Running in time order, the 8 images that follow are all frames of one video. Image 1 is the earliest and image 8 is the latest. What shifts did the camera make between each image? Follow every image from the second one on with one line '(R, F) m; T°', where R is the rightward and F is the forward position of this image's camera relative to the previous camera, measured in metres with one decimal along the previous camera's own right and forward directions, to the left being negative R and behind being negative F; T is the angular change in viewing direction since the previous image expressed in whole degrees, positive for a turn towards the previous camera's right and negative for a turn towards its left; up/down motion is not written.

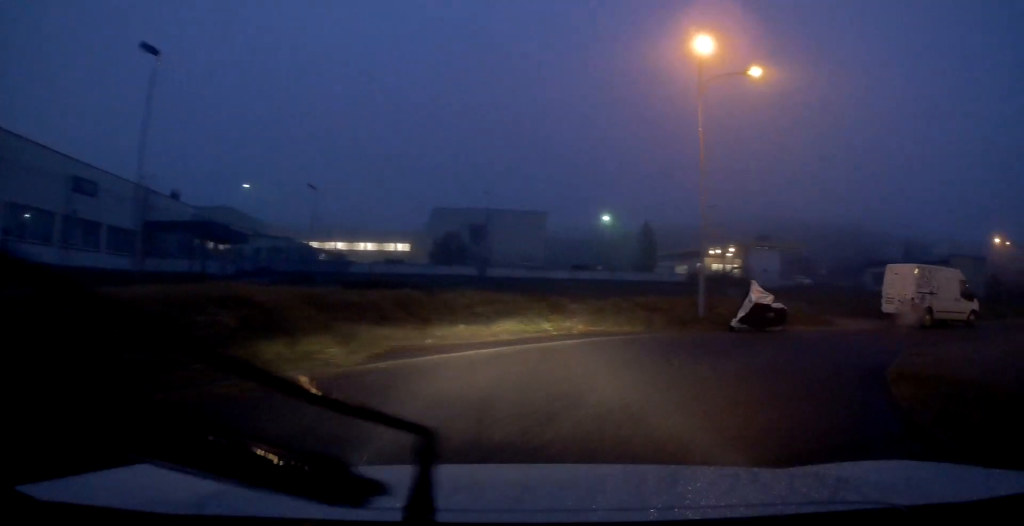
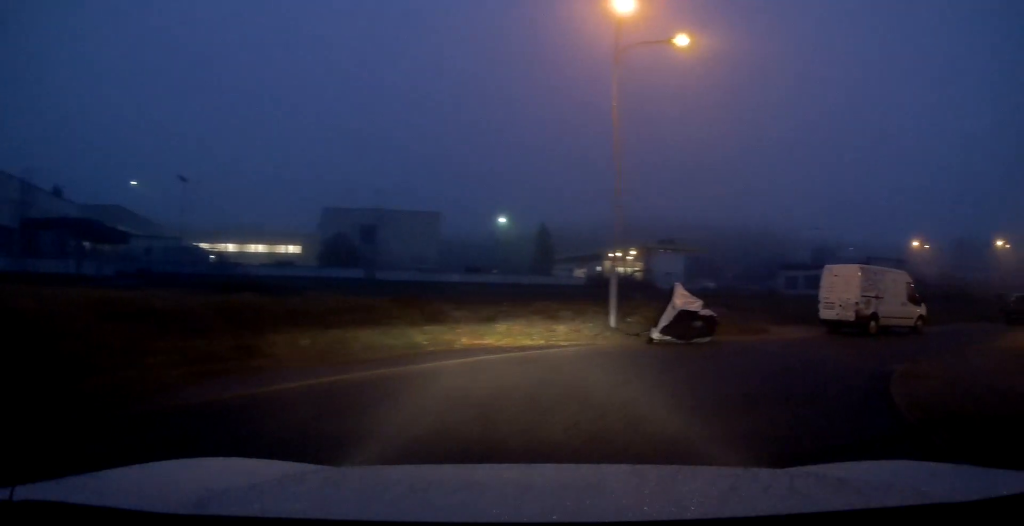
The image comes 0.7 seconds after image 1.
(+0.3, +3.1) m; +9°
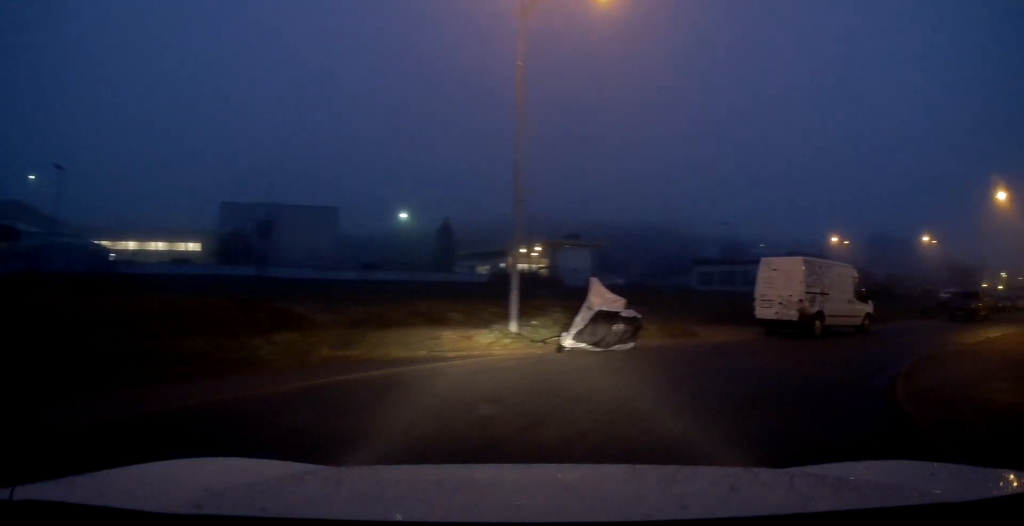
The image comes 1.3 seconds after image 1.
(+0.2, +2.8) m; +10°
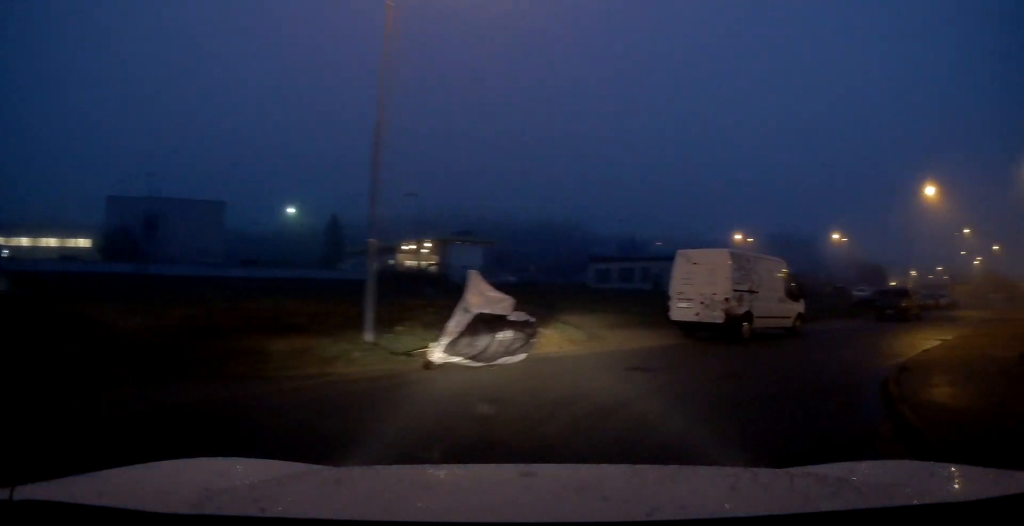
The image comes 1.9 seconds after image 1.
(+0.2, +2.7) m; +12°
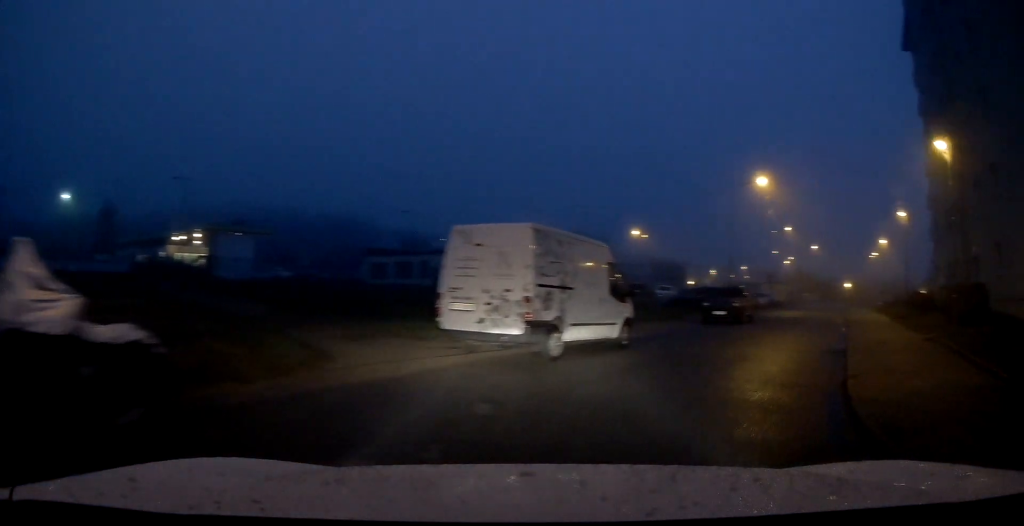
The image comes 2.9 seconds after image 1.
(+0.9, +5.0) m; +18°
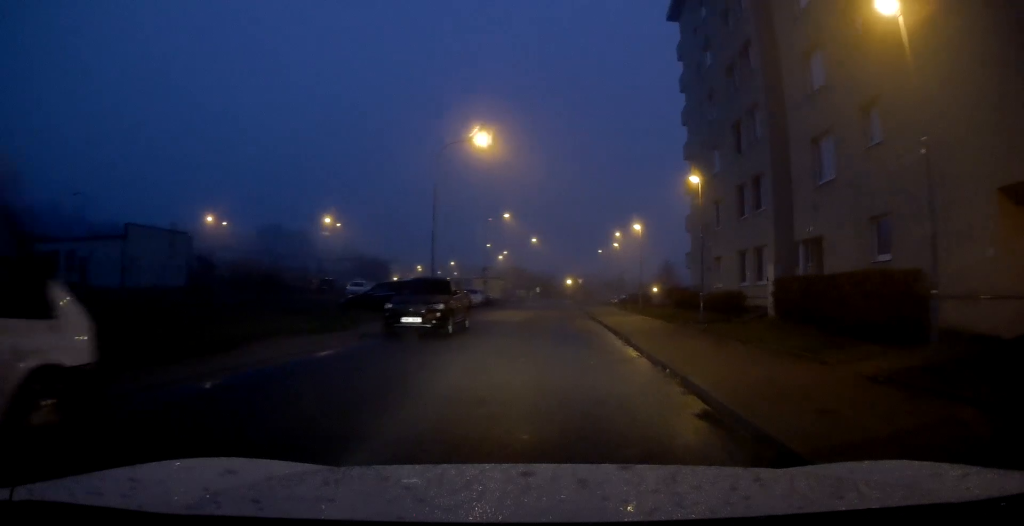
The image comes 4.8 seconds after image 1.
(+2.1, +9.5) m; +22°
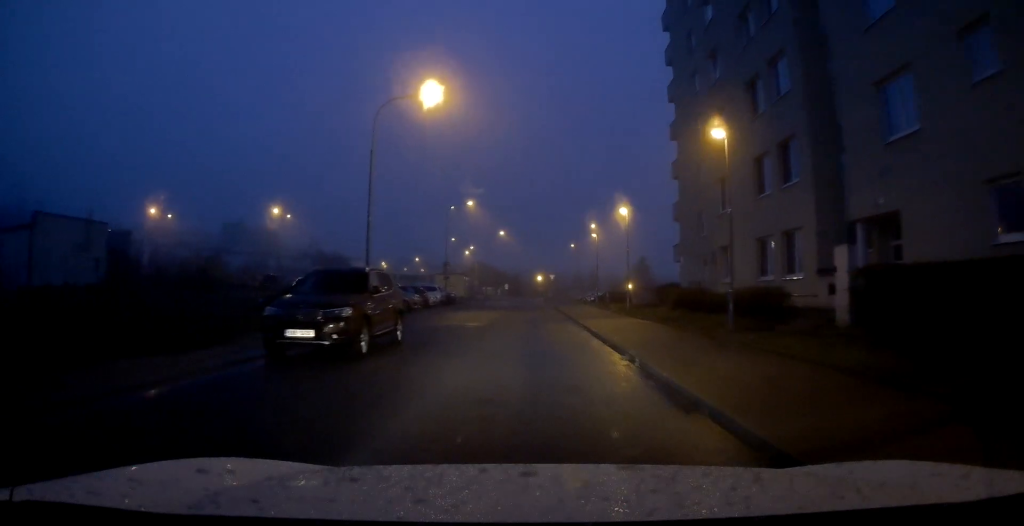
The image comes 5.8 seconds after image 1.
(+0.5, +6.1) m; +6°
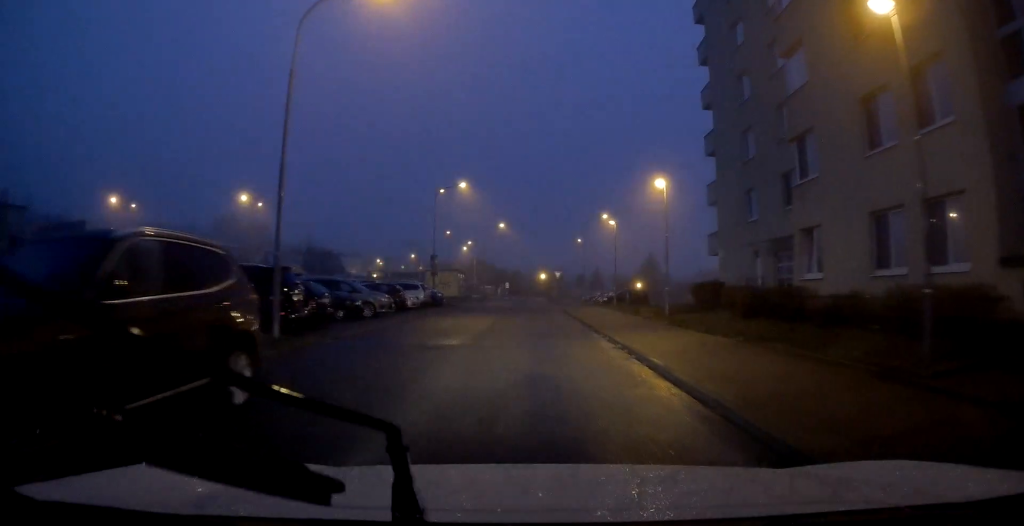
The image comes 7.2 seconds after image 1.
(0.0, +7.9) m; -3°
